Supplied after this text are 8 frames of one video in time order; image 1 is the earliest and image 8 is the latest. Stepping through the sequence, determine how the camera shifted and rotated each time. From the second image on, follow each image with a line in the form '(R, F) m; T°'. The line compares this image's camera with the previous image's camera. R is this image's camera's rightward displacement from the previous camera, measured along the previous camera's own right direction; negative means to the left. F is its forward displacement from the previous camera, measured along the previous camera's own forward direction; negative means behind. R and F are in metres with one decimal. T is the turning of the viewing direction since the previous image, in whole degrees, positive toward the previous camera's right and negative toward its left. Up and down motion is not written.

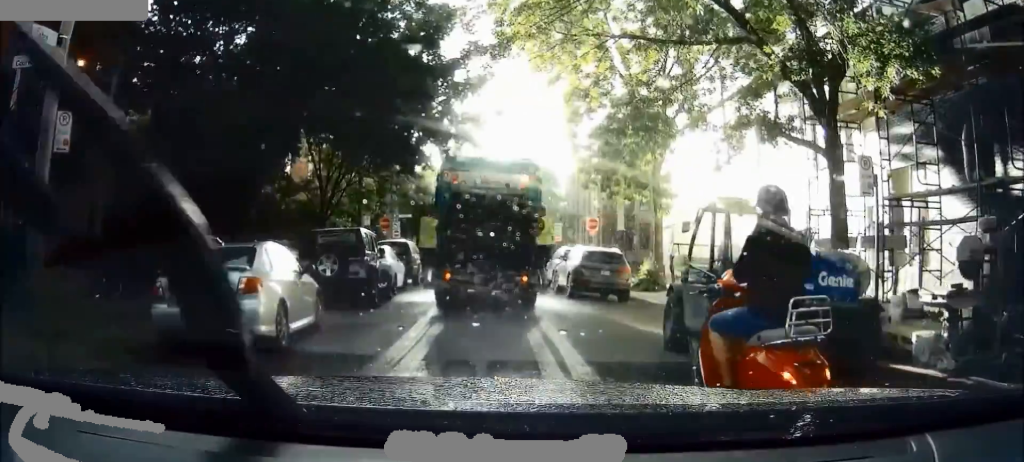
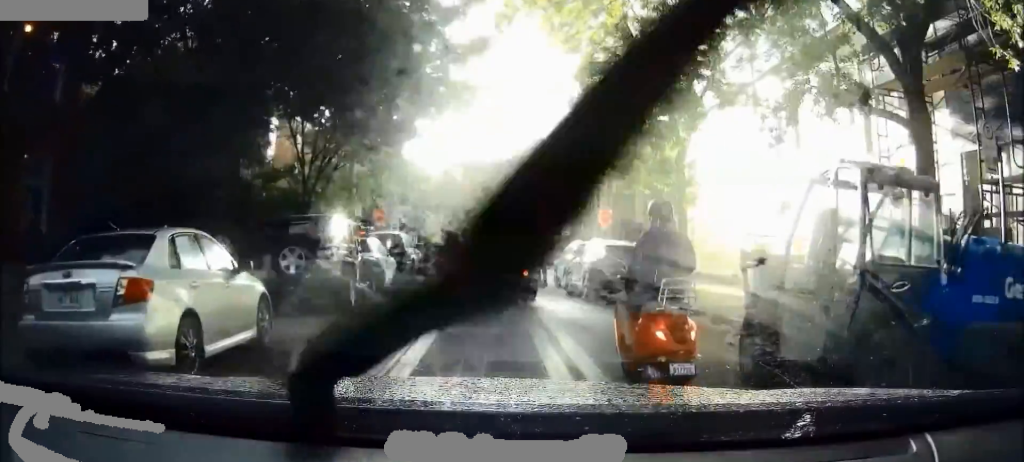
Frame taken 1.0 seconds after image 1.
(-0.1, +2.9) m; -3°
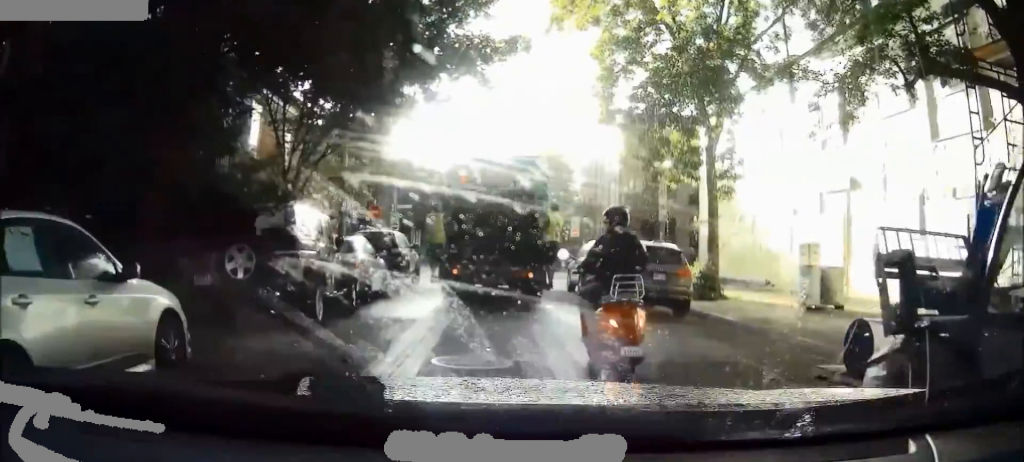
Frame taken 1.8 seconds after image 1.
(0.0, +2.7) m; 0°
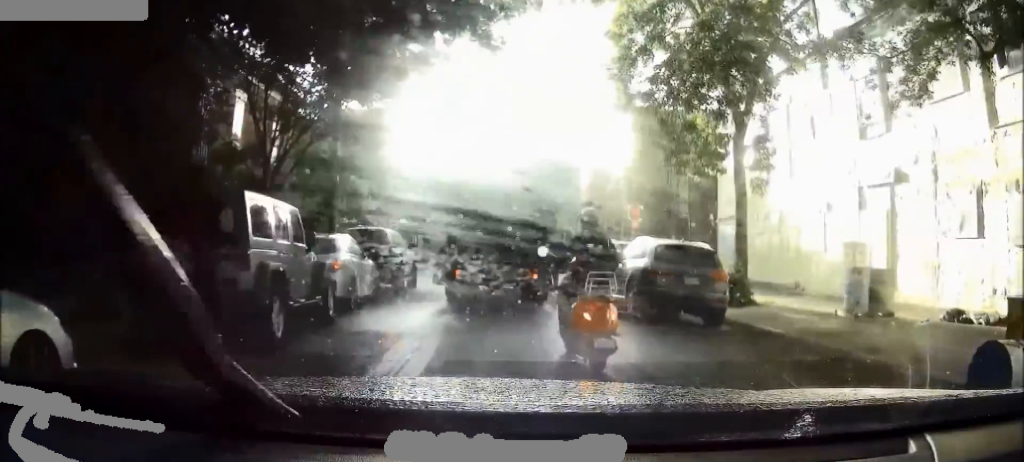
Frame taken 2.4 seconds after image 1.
(0.0, +2.0) m; 0°
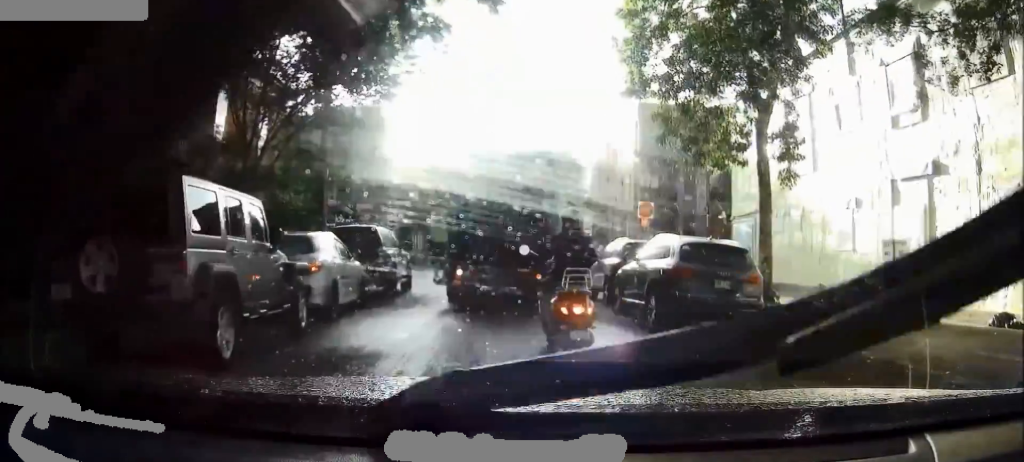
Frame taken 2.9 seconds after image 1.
(0.0, +1.5) m; 0°
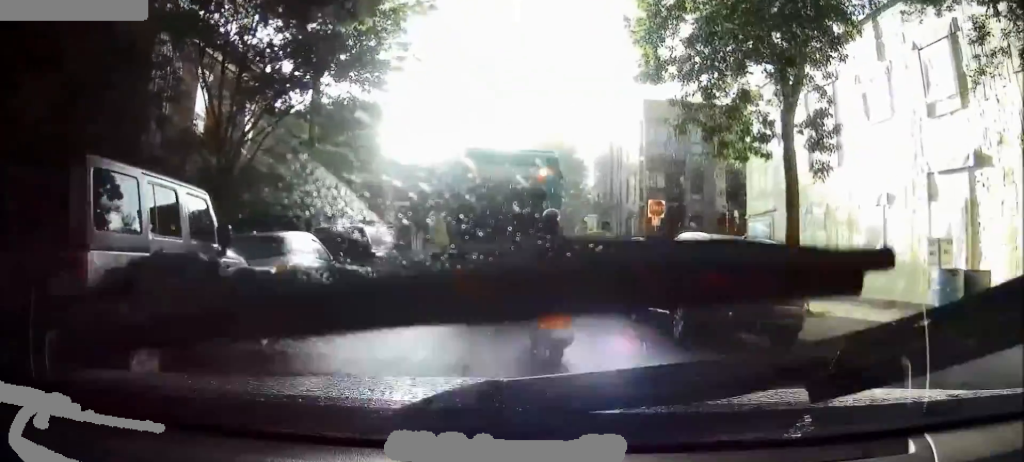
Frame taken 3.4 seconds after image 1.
(0.0, +1.5) m; 0°
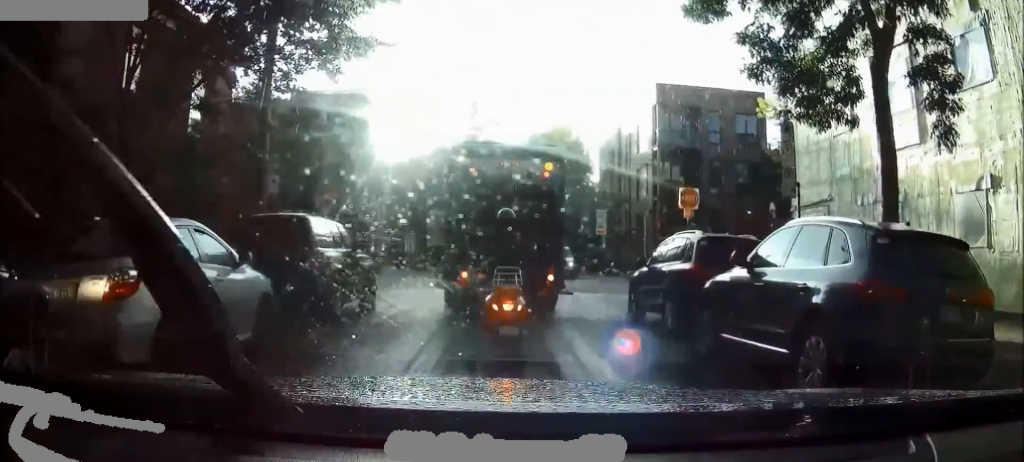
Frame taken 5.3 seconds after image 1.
(0.0, +4.2) m; +1°
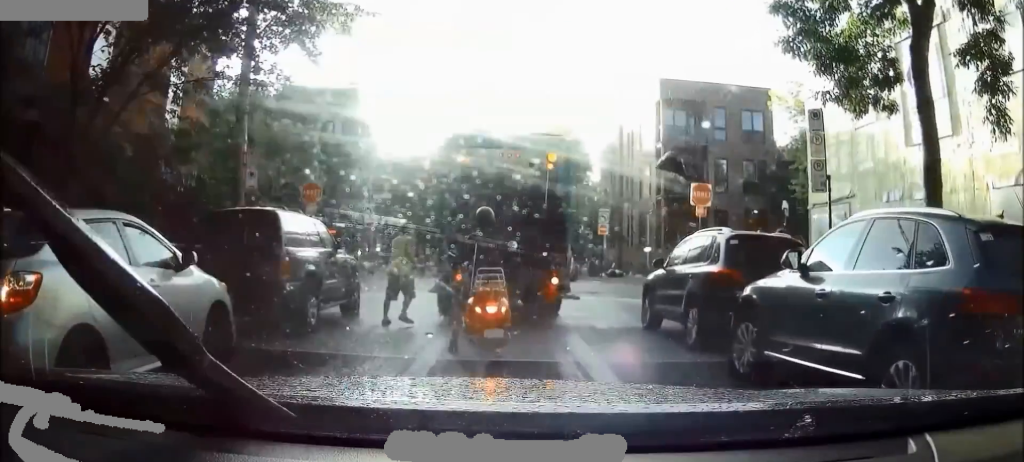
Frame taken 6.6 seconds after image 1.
(0.0, +1.6) m; 0°
